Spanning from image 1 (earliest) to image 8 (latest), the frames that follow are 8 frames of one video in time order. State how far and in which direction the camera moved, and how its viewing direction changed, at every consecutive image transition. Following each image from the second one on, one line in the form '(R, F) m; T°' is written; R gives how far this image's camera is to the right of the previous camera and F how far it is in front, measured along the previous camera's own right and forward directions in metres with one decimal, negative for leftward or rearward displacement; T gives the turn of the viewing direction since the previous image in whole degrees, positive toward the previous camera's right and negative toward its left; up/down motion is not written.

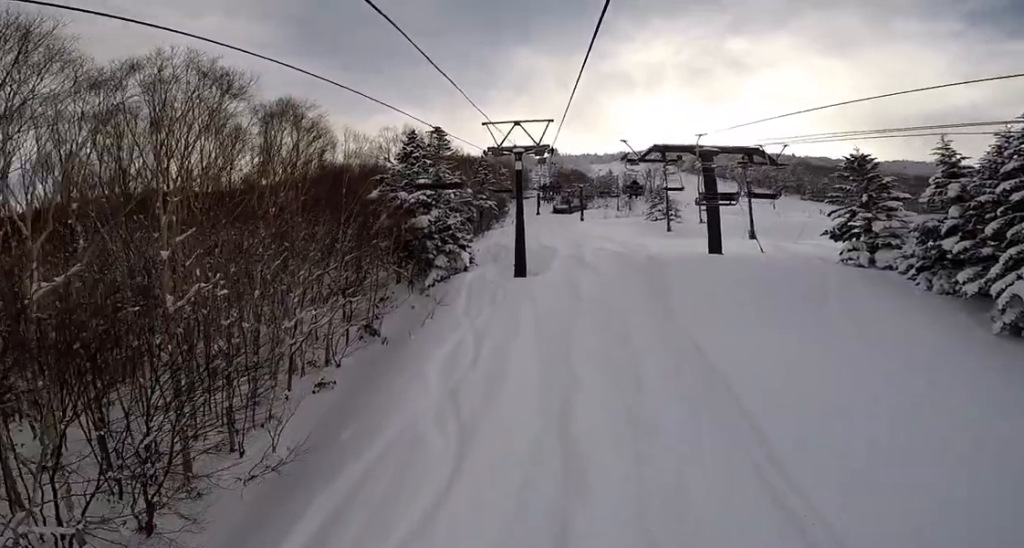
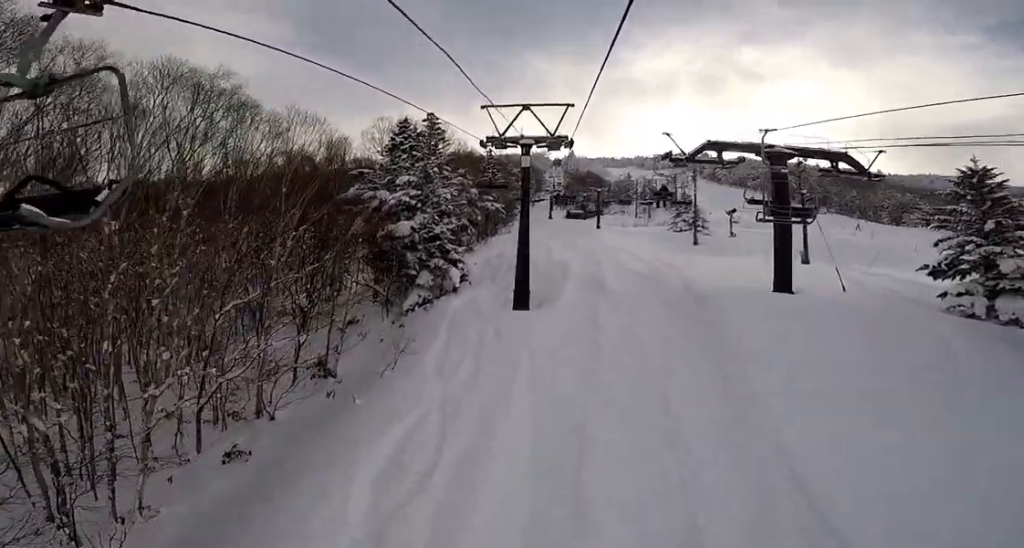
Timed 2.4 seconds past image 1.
(+0.4, +7.0) m; 0°
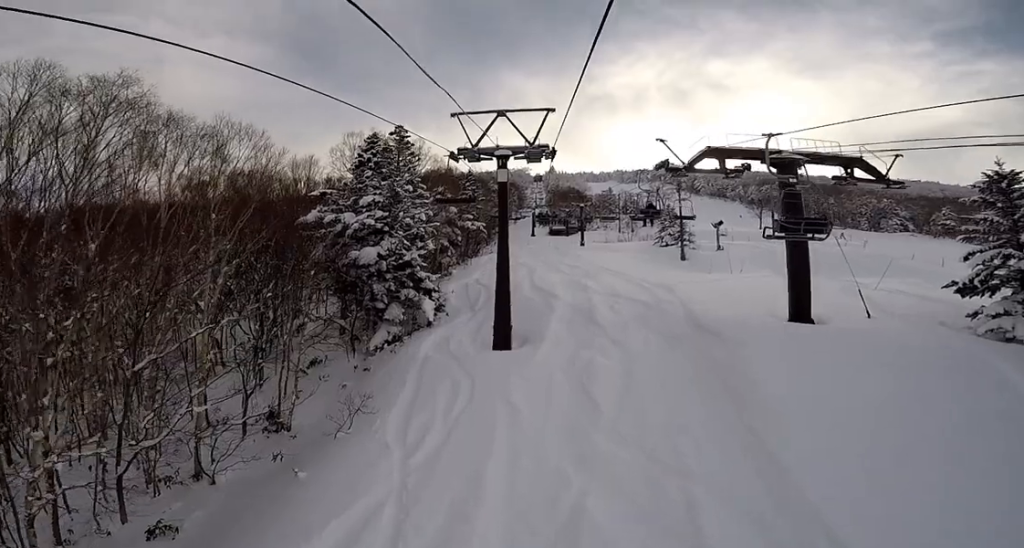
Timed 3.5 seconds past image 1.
(-1.0, +3.0) m; 0°
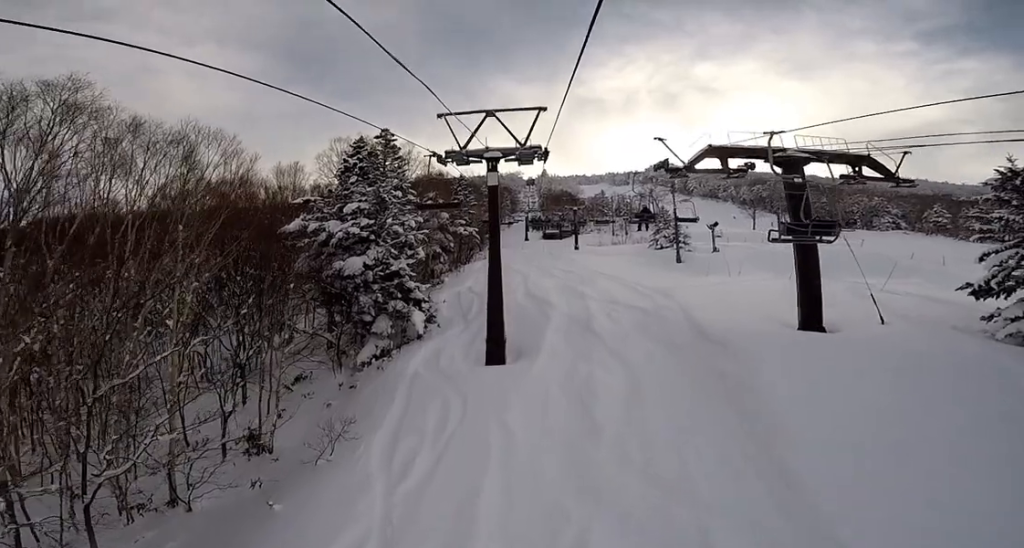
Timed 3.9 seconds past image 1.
(+0.4, +1.3) m; 0°
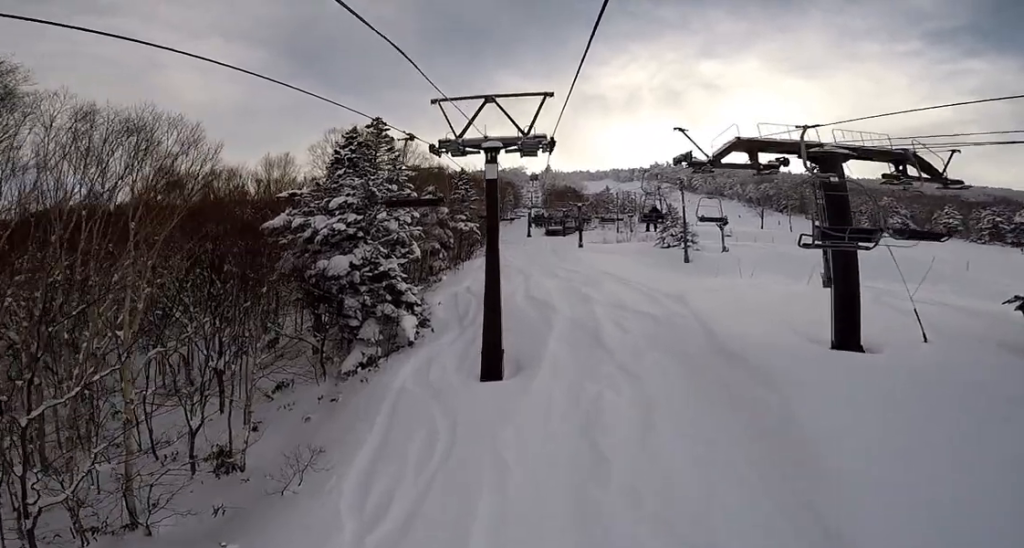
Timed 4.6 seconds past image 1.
(+0.6, +2.1) m; 0°
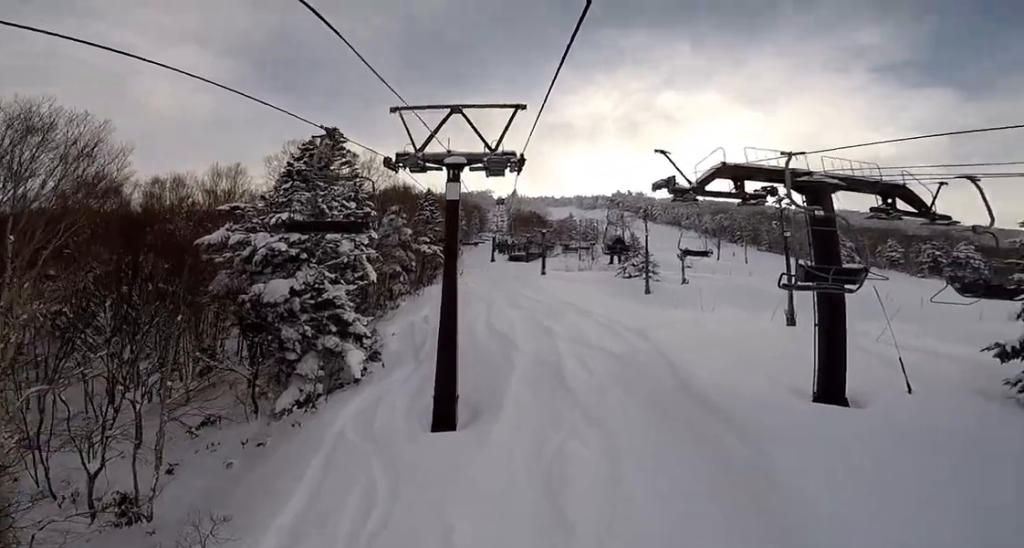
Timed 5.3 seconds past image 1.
(-0.8, +2.0) m; 0°
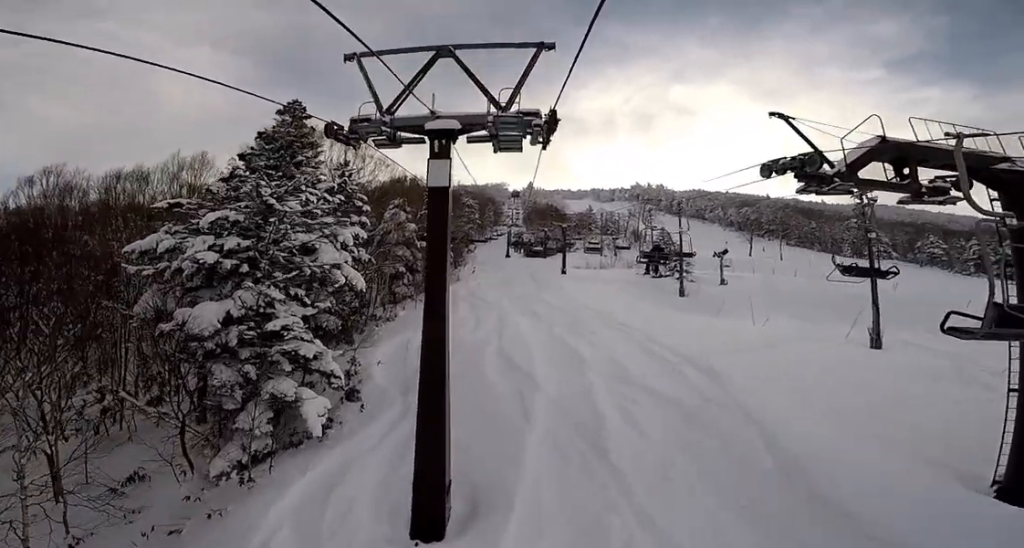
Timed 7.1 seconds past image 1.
(+0.1, +5.5) m; 0°
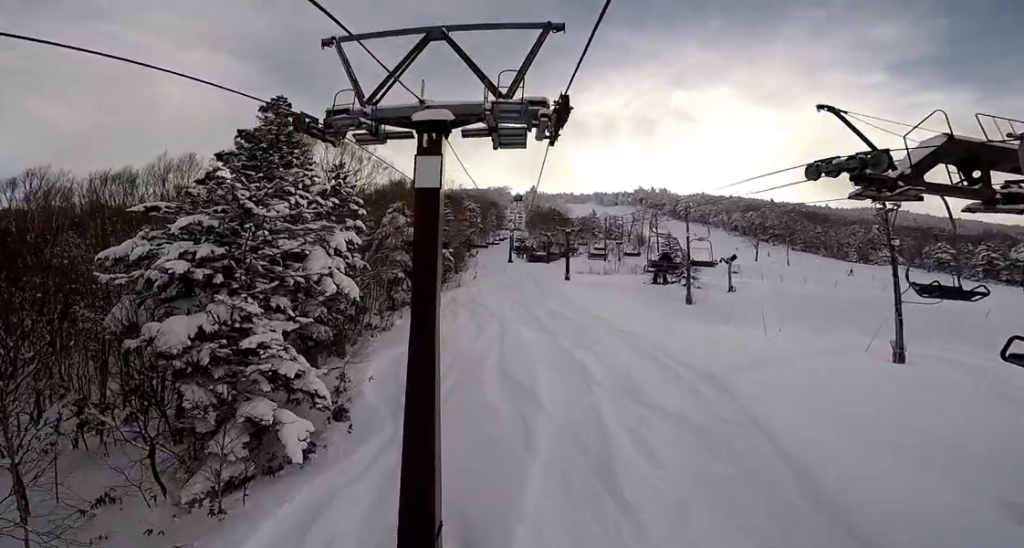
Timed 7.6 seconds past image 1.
(-0.2, +1.4) m; 0°
